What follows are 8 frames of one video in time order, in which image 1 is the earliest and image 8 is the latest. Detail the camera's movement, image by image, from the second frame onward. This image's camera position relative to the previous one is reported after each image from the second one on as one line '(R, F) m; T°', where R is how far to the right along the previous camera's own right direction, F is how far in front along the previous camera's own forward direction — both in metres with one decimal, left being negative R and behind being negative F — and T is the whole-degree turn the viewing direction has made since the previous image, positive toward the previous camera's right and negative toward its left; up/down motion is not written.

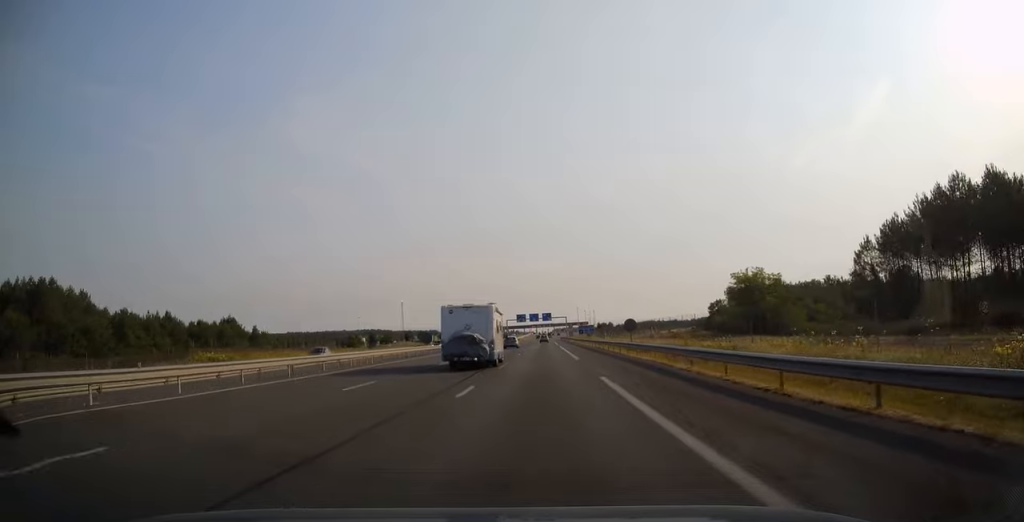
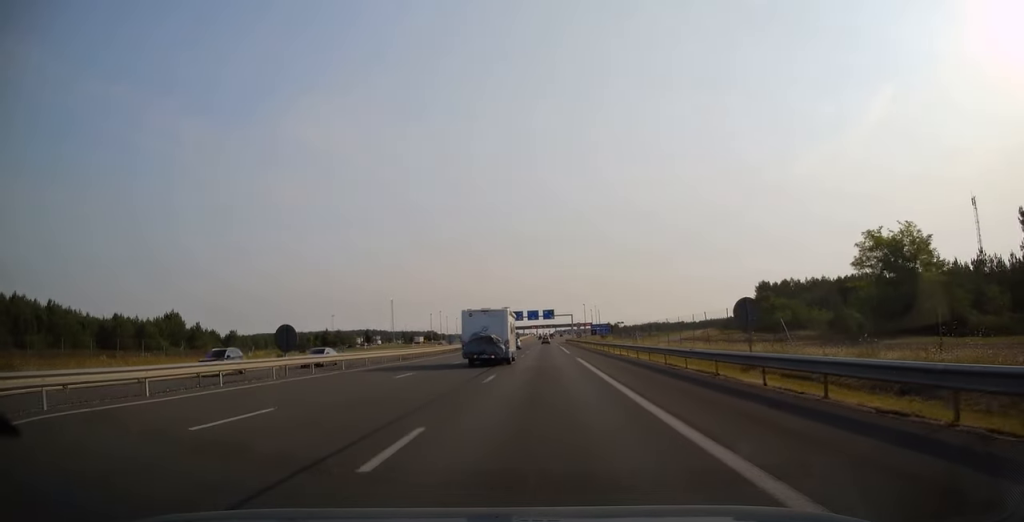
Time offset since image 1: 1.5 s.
(+0.1, +33.6) m; 0°
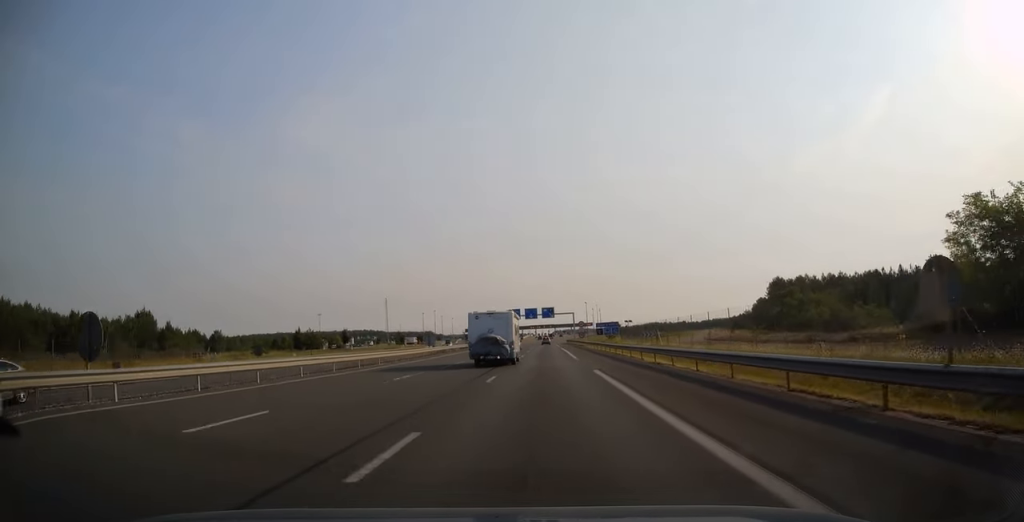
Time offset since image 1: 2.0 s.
(0.0, +13.3) m; 0°
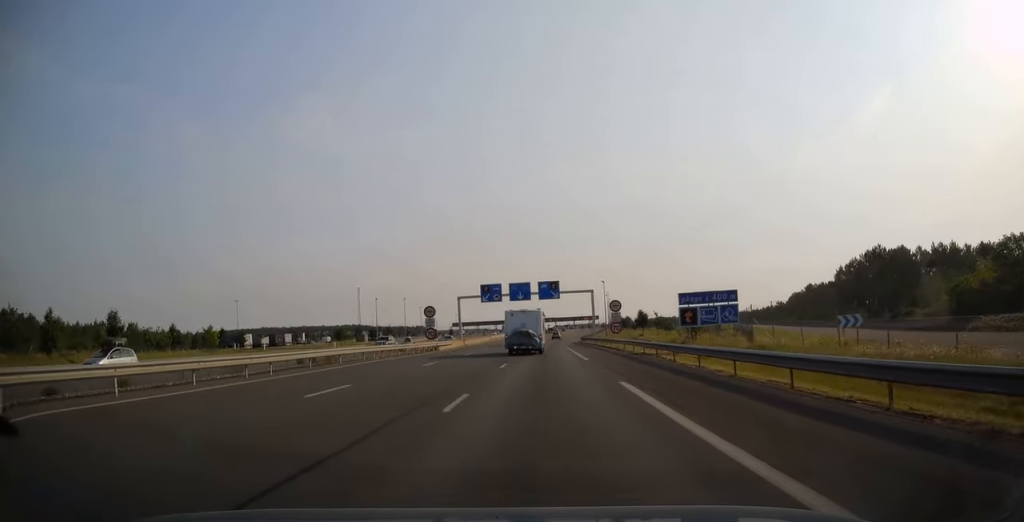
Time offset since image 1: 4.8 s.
(+0.6, +59.2) m; 0°
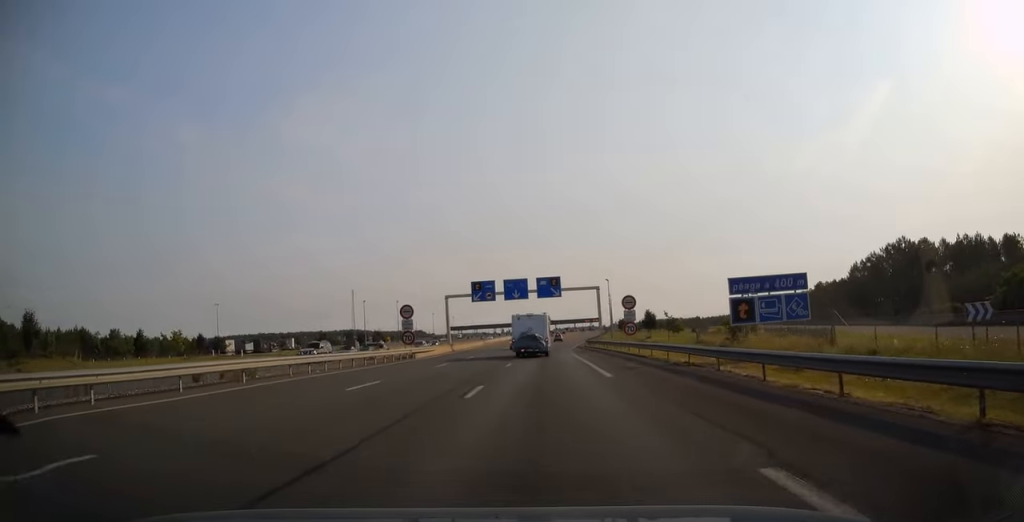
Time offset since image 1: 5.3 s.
(0.0, +10.1) m; 0°
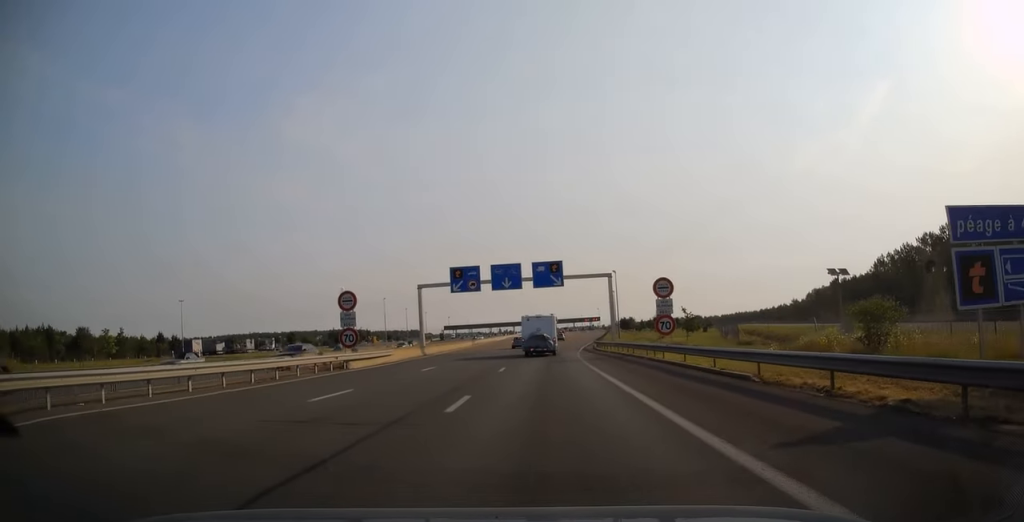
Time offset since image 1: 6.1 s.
(0.0, +15.5) m; 0°
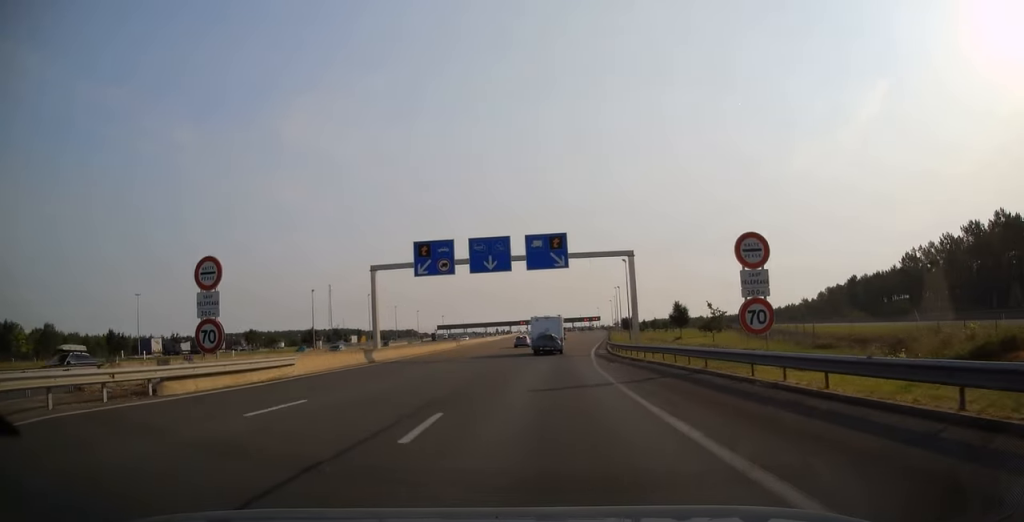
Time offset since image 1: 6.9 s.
(+0.1, +15.9) m; 0°
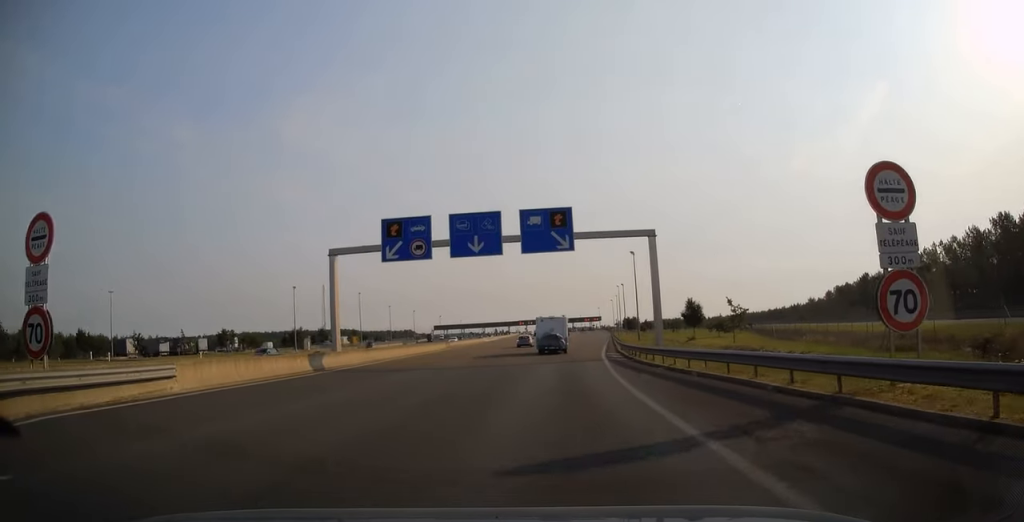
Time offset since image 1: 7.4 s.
(0.0, +8.8) m; 0°
